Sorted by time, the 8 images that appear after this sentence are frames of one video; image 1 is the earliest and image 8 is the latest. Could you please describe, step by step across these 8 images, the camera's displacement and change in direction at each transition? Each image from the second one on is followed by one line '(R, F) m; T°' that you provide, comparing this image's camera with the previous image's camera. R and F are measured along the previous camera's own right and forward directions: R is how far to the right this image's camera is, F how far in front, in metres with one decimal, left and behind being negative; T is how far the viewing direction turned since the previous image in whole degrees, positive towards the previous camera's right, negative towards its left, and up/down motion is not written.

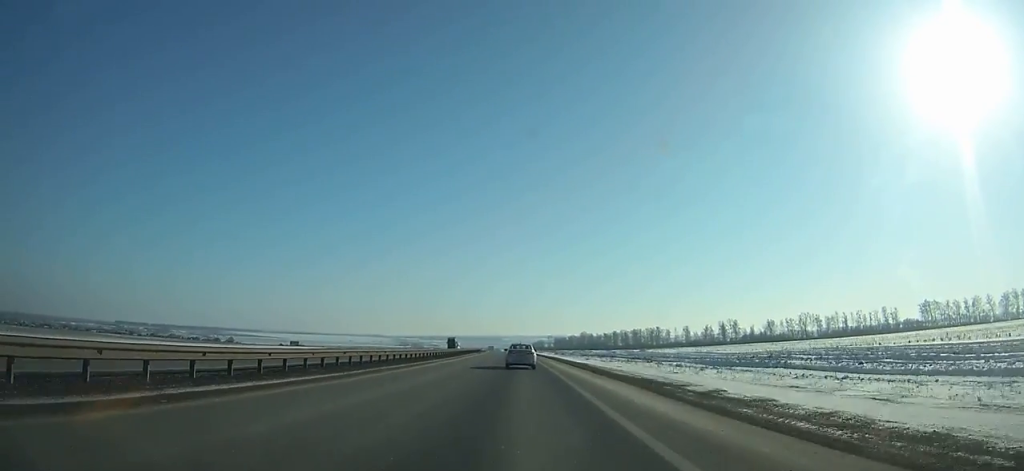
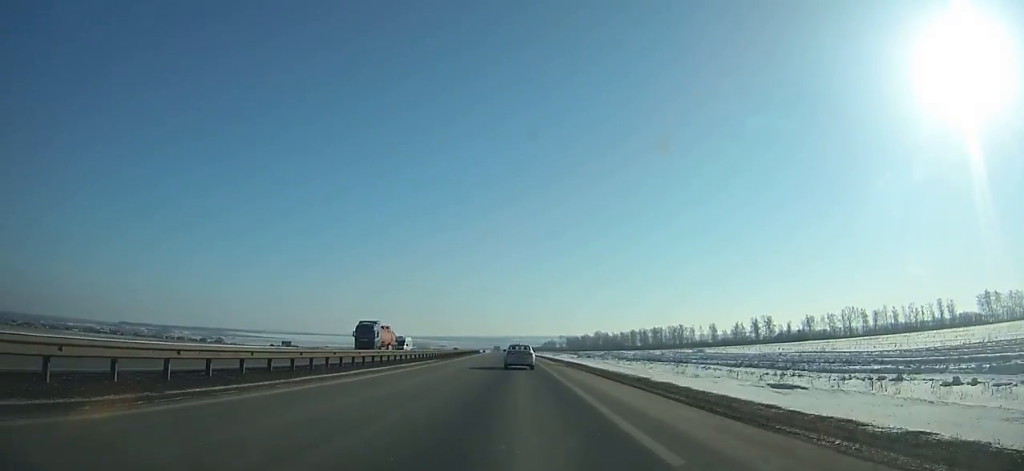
(-0.5, +56.4) m; -1°
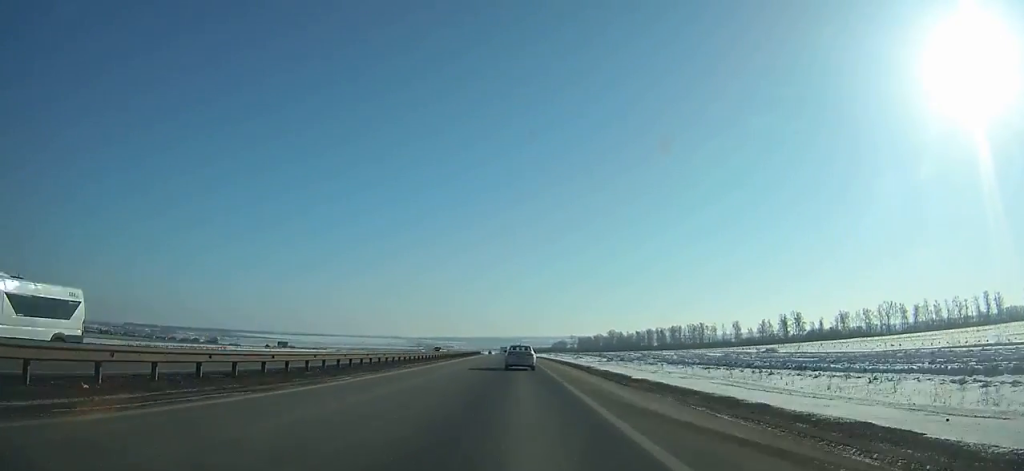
(-0.1, +38.2) m; -1°
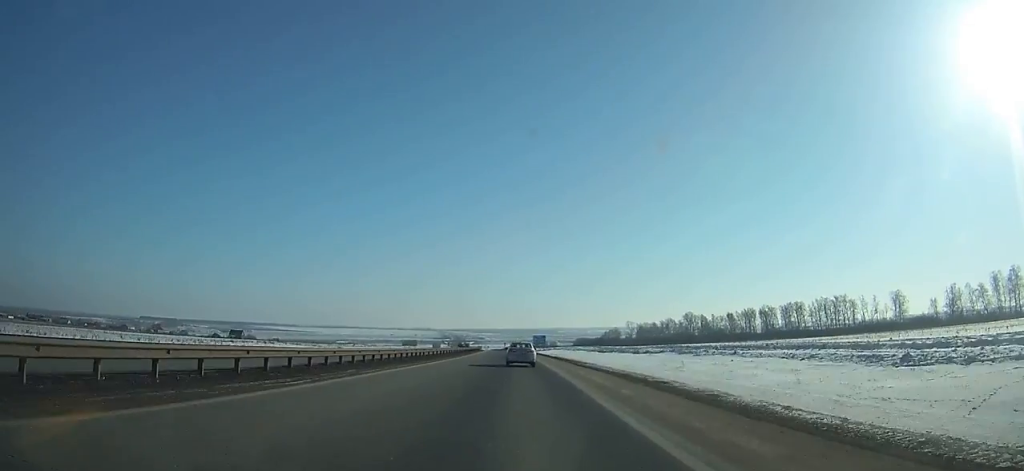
(-6.0, +186.3) m; -4°
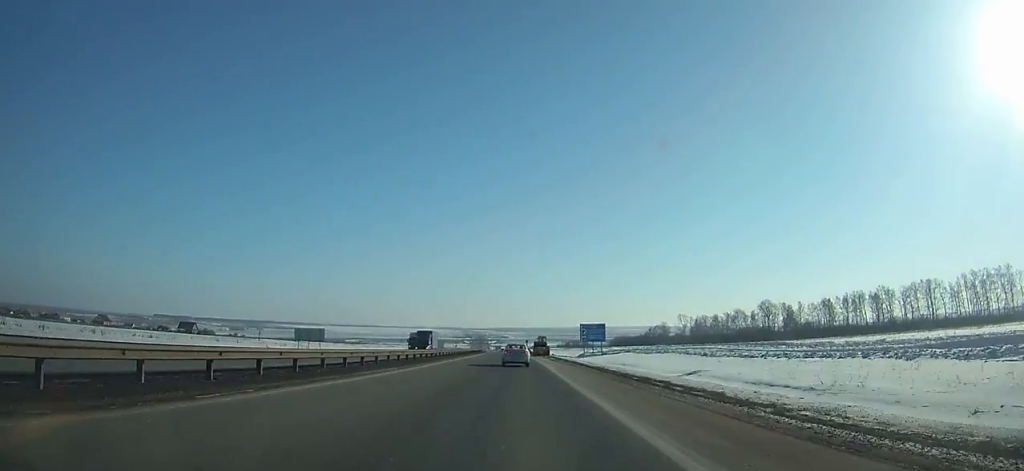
(-2.6, +111.7) m; -2°
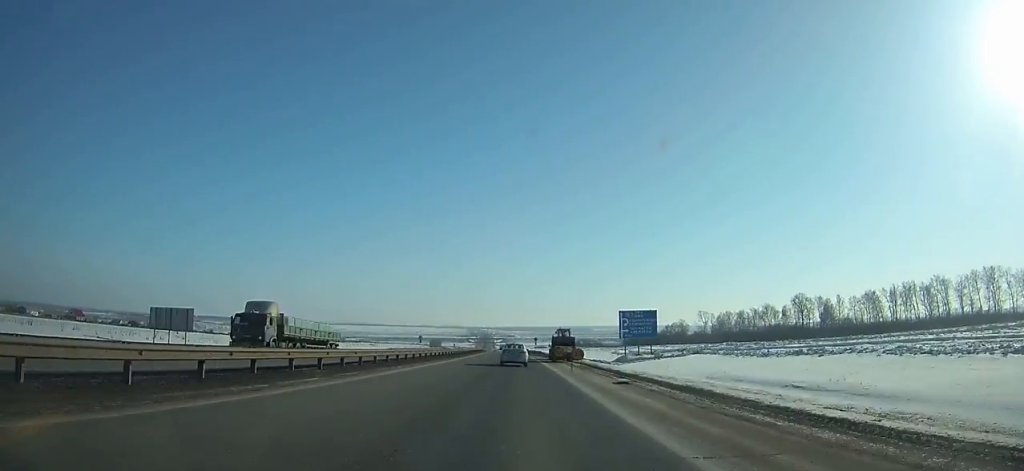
(-0.2, +39.4) m; -1°
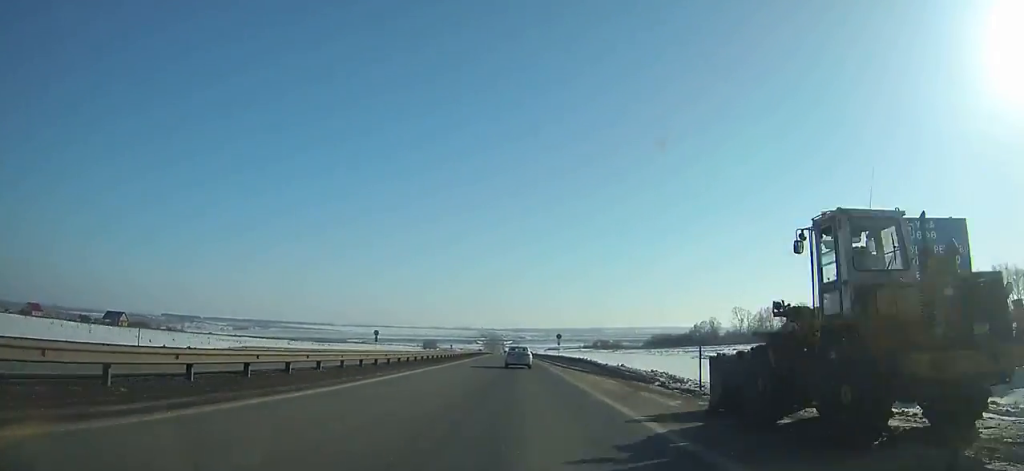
(-0.5, +55.0) m; -1°
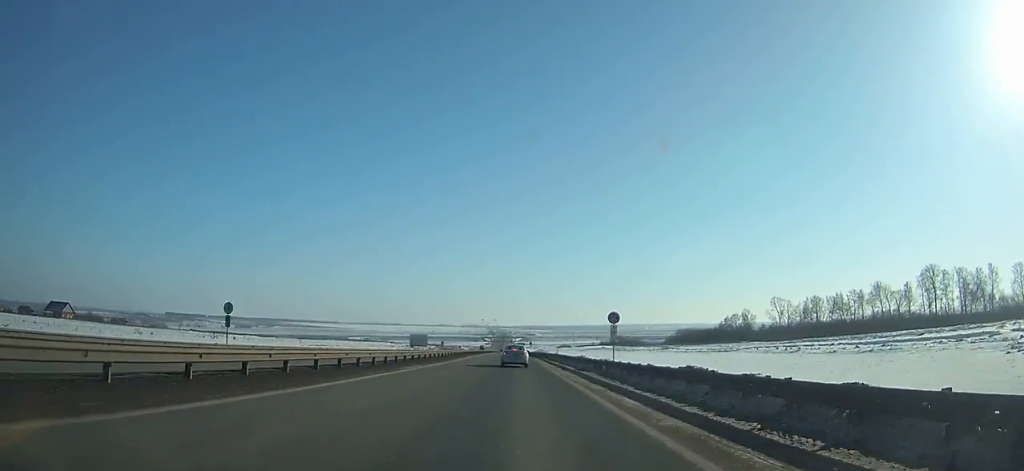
(-0.3, +49.8) m; -1°
